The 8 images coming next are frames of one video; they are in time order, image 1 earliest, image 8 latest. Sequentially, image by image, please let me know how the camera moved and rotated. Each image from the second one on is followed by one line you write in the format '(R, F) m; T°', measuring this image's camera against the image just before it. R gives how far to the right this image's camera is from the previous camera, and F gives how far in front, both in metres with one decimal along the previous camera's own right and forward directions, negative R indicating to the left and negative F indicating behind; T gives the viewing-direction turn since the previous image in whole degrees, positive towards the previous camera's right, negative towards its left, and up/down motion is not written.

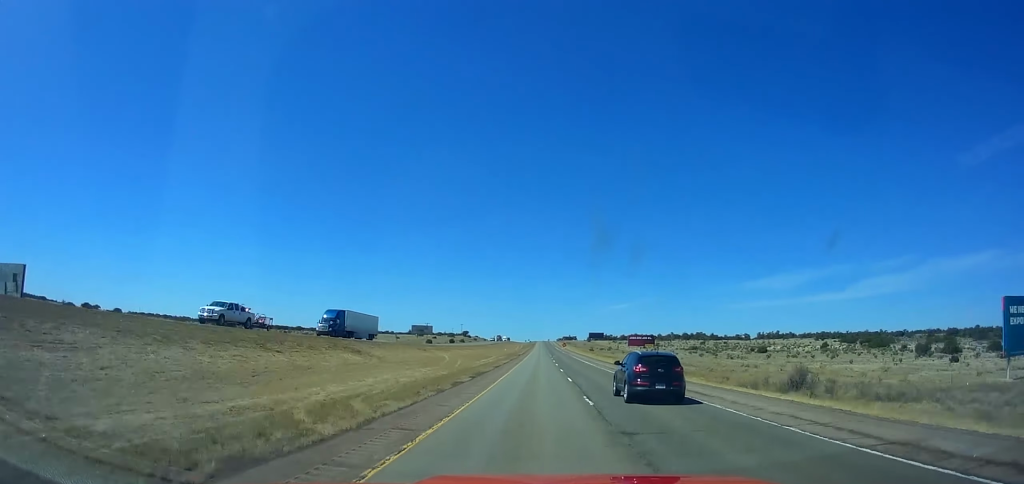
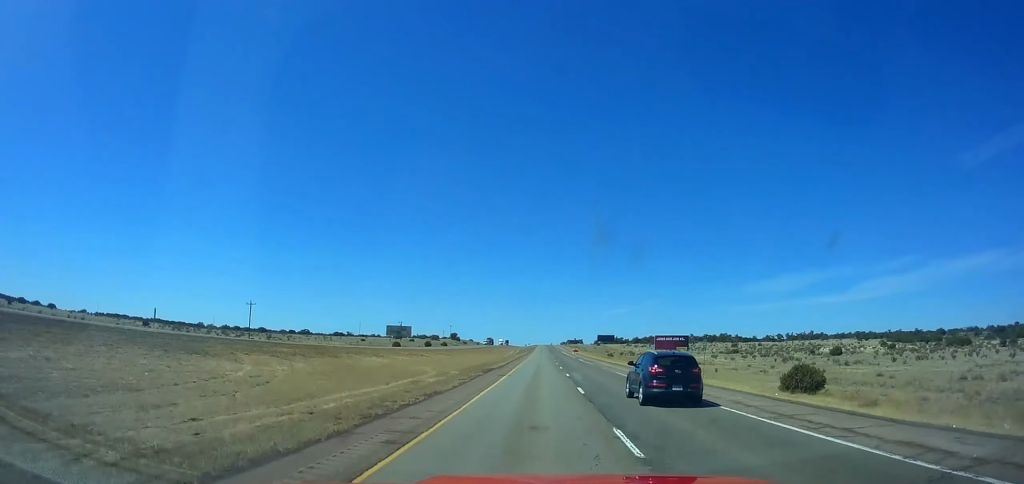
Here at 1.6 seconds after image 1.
(+0.3, +56.9) m; 0°
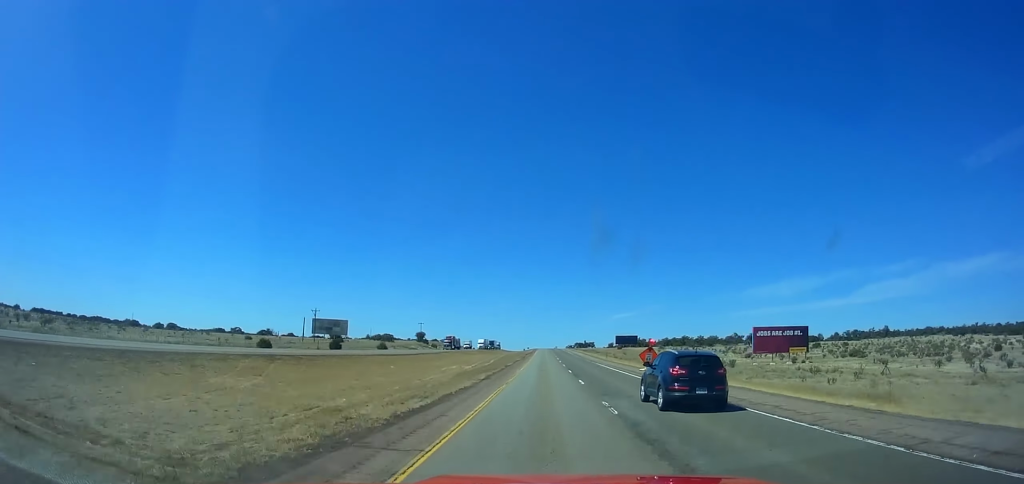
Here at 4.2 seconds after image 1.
(-0.7, +92.3) m; 0°
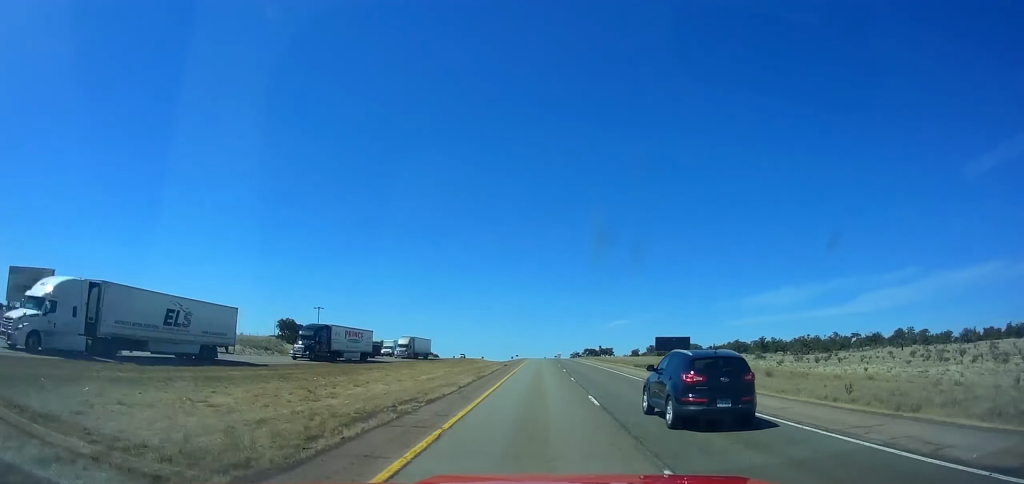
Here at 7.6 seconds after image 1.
(+0.1, +118.6) m; 0°
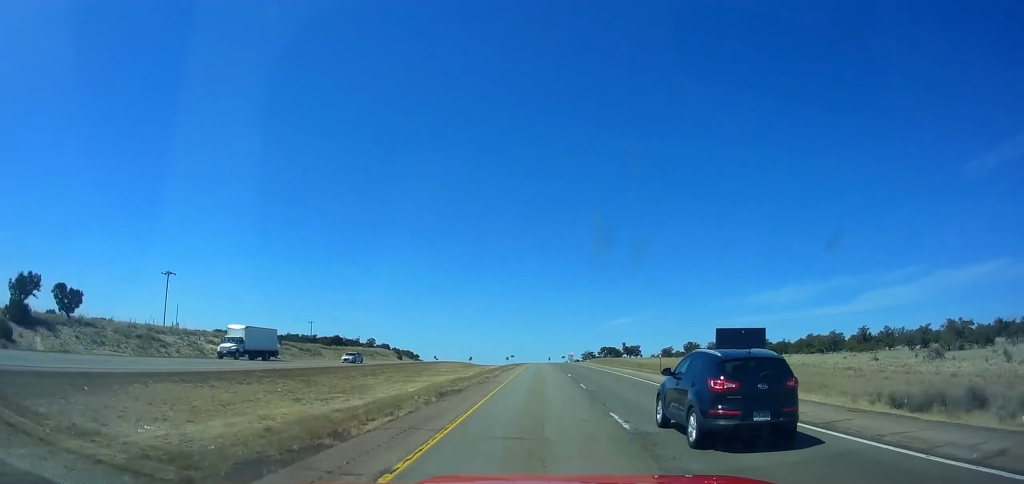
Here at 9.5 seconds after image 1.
(+0.1, +64.8) m; 0°
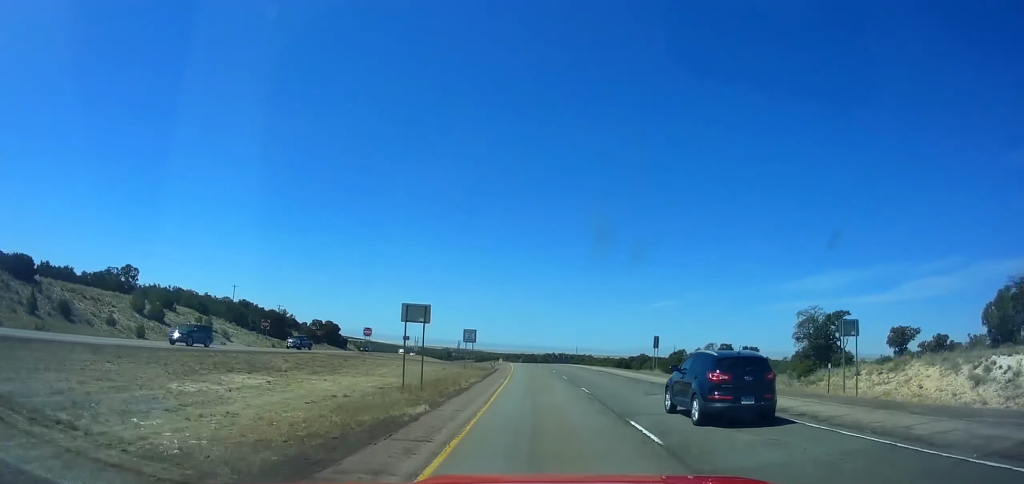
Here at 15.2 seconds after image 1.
(-4.9, +188.0) m; -4°
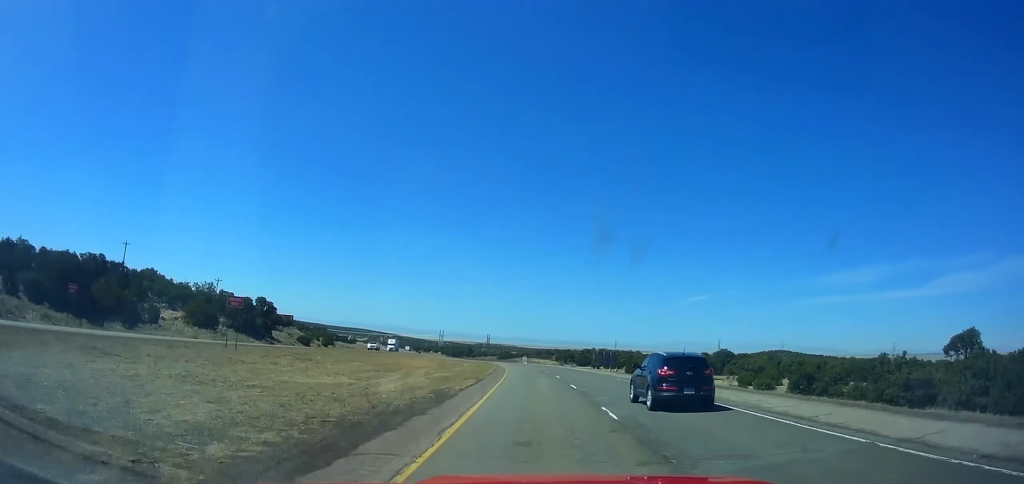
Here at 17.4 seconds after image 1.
(-1.5, +70.4) m; -3°
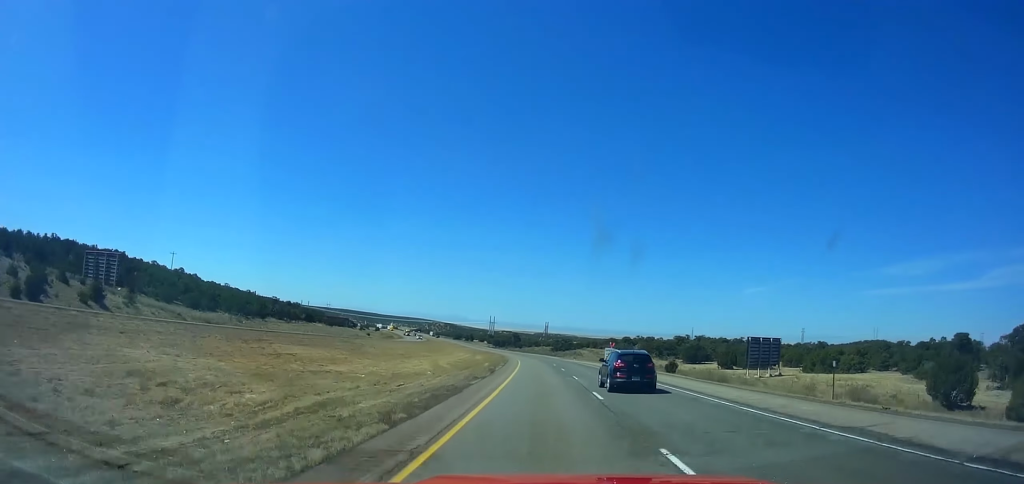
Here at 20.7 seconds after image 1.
(-4.9, +104.2) m; -5°
